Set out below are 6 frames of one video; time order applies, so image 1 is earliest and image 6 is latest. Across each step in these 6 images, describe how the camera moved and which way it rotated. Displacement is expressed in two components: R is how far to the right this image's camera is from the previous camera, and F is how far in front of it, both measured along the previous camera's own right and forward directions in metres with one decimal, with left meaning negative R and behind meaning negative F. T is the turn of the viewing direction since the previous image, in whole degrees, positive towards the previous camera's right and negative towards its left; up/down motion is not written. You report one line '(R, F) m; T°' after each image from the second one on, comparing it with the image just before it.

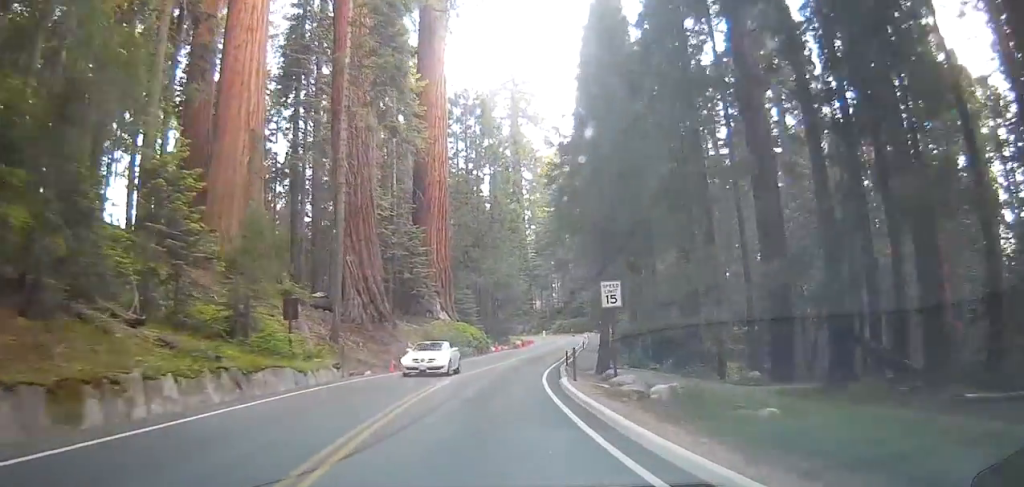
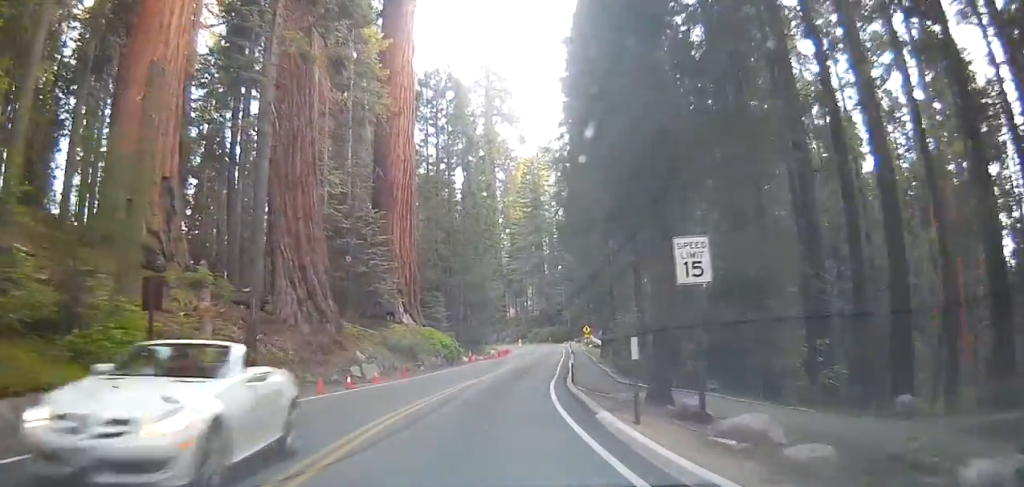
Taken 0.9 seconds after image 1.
(+0.1, +10.8) m; +1°
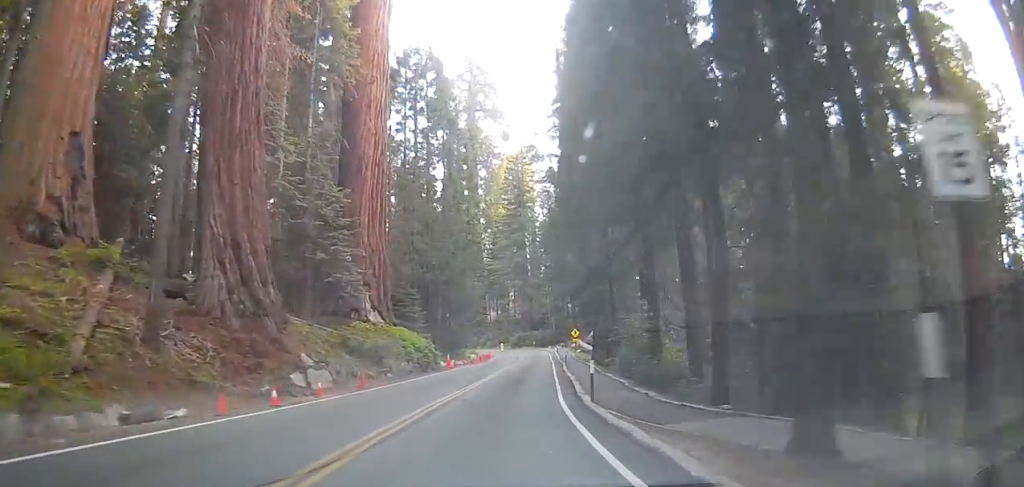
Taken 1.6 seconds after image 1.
(+0.1, +8.0) m; 0°
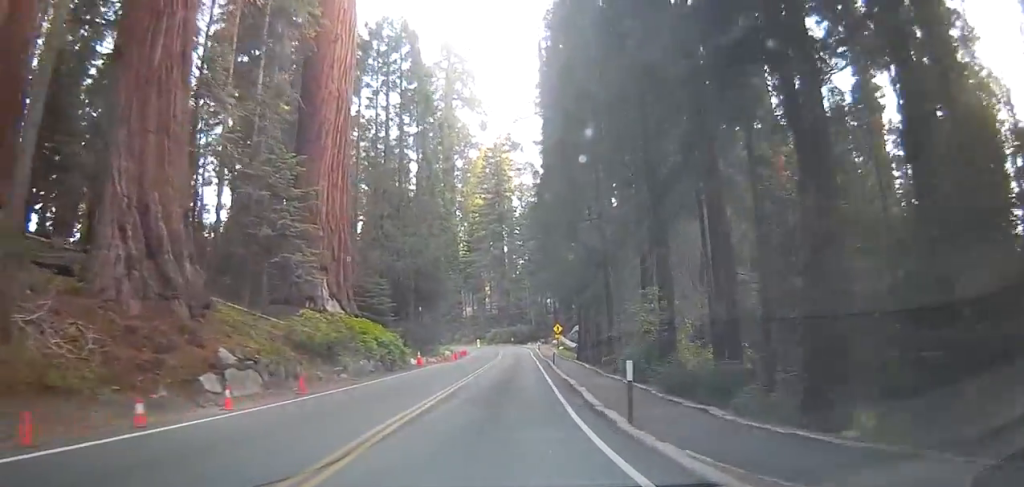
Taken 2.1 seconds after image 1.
(+0.1, +6.8) m; 0°
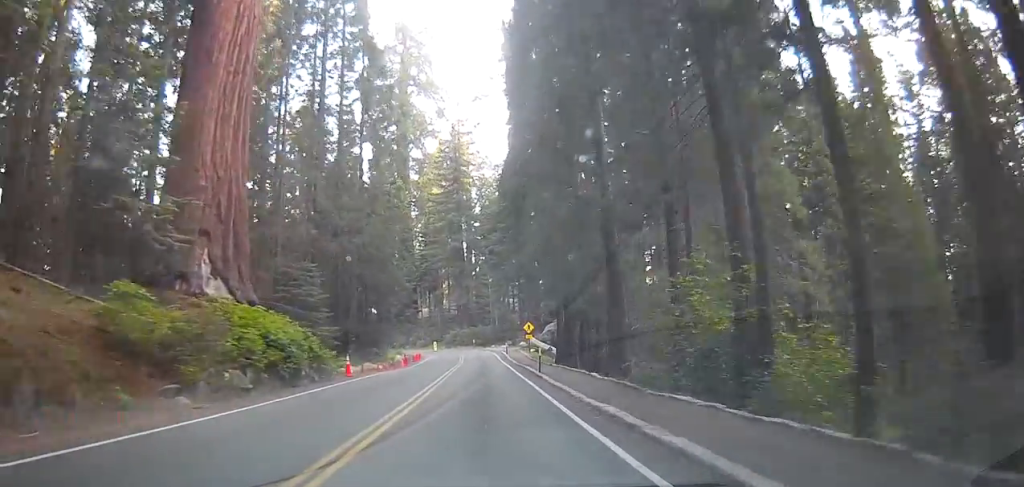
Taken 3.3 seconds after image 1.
(+0.1, +13.6) m; +3°
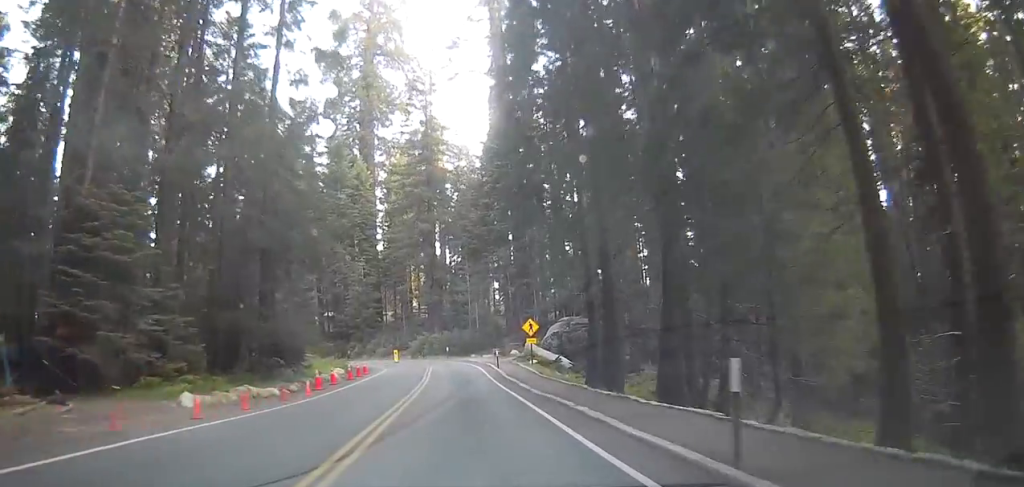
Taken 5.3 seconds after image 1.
(+0.9, +25.7) m; +4°
